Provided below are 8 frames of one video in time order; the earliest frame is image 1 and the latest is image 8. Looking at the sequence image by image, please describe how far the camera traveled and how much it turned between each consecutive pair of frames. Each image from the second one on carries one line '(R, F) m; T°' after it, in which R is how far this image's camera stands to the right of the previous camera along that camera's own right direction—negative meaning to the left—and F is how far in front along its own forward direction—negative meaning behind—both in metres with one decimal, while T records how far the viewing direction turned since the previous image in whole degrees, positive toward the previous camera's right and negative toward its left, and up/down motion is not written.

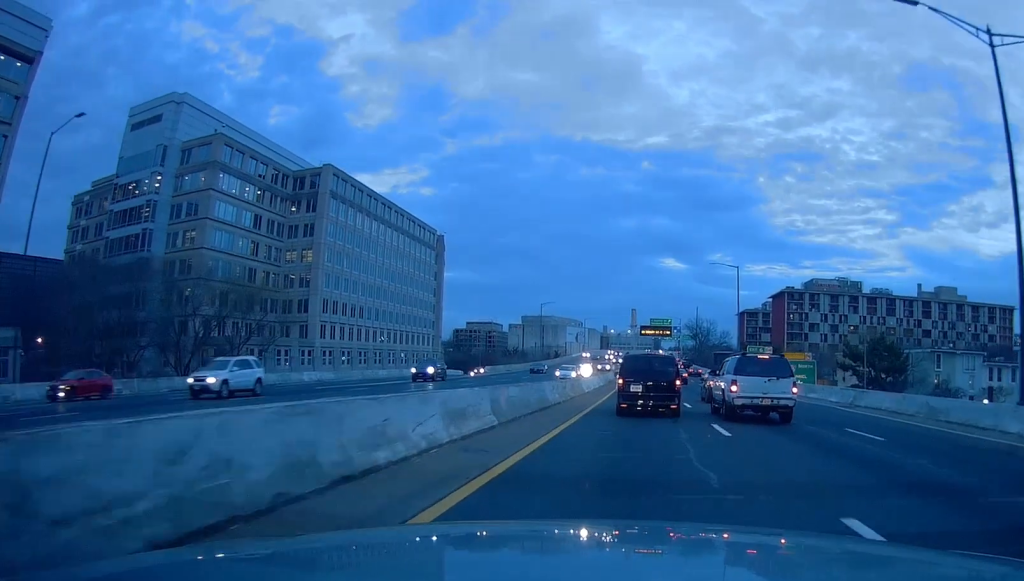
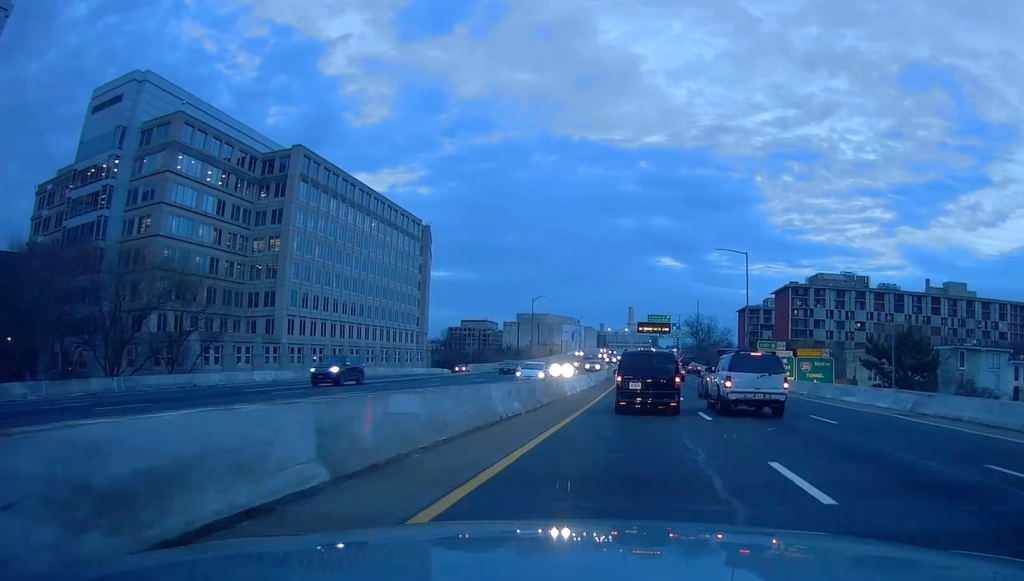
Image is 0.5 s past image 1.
(0.0, +9.7) m; 0°
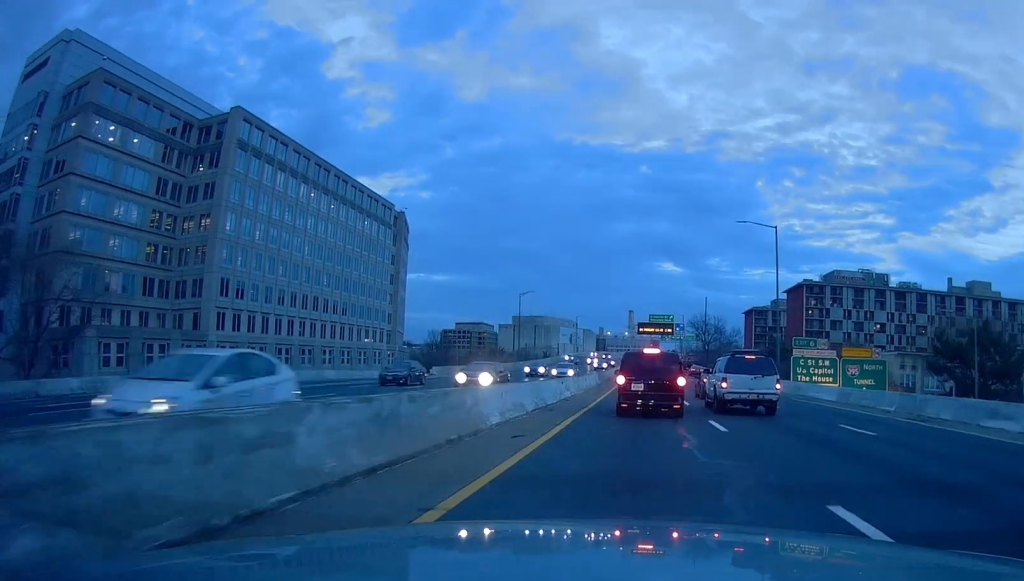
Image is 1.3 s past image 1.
(0.0, +18.7) m; 0°
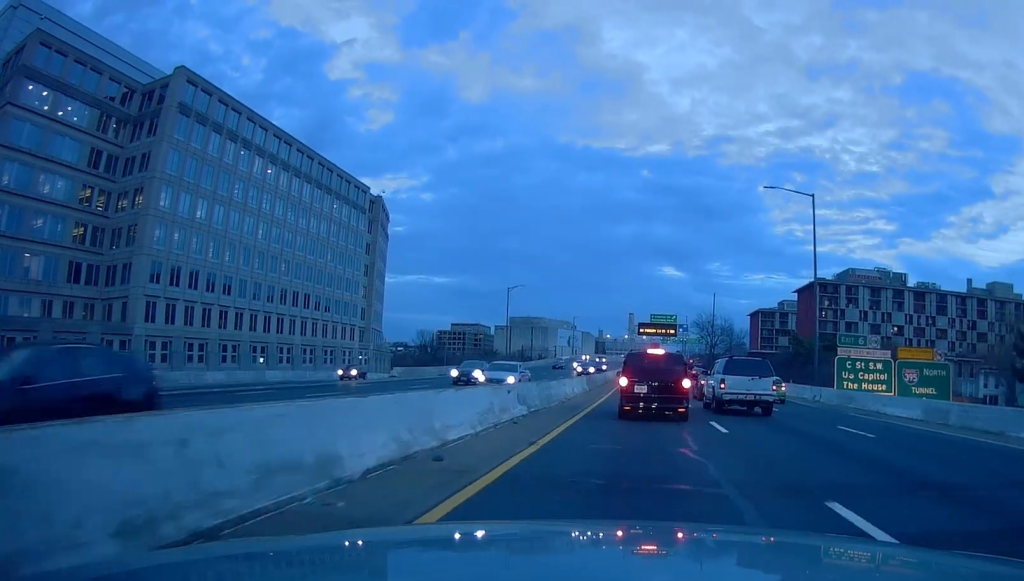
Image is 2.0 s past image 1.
(0.0, +15.7) m; 0°
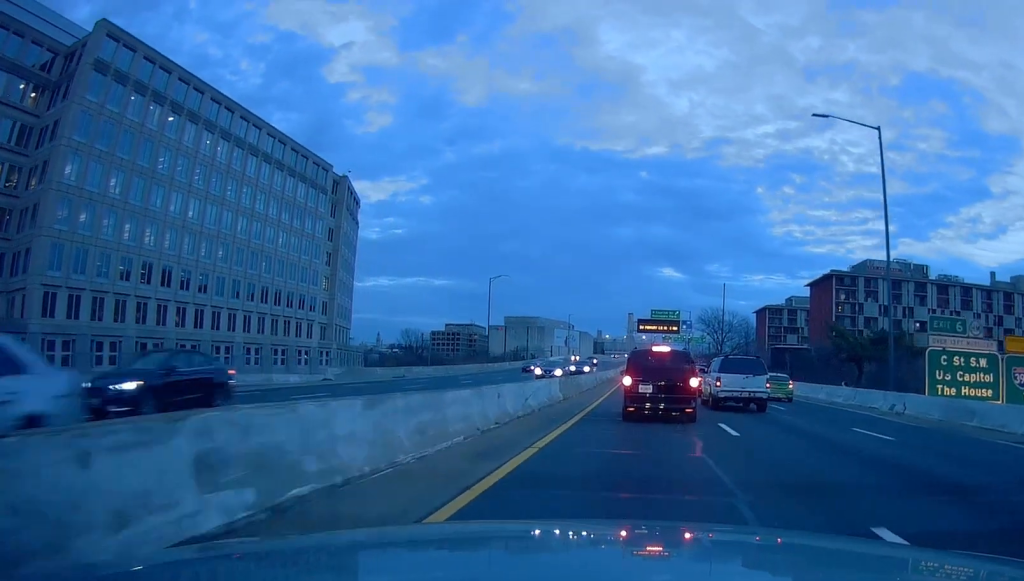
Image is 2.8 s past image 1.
(0.0, +20.4) m; 0°
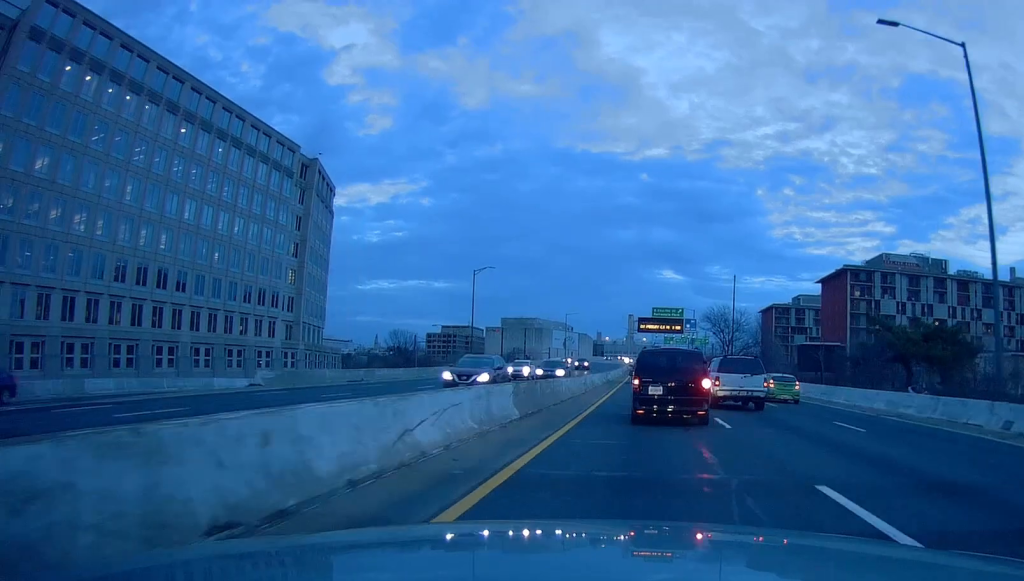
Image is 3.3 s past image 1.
(0.0, +16.6) m; 0°
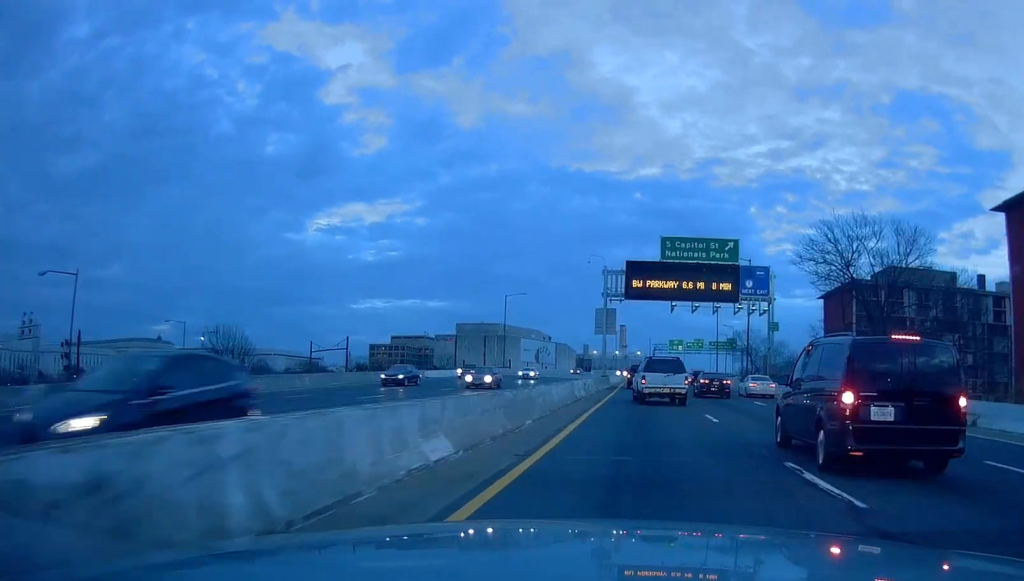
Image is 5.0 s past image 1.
(0.0, +53.6) m; 0°
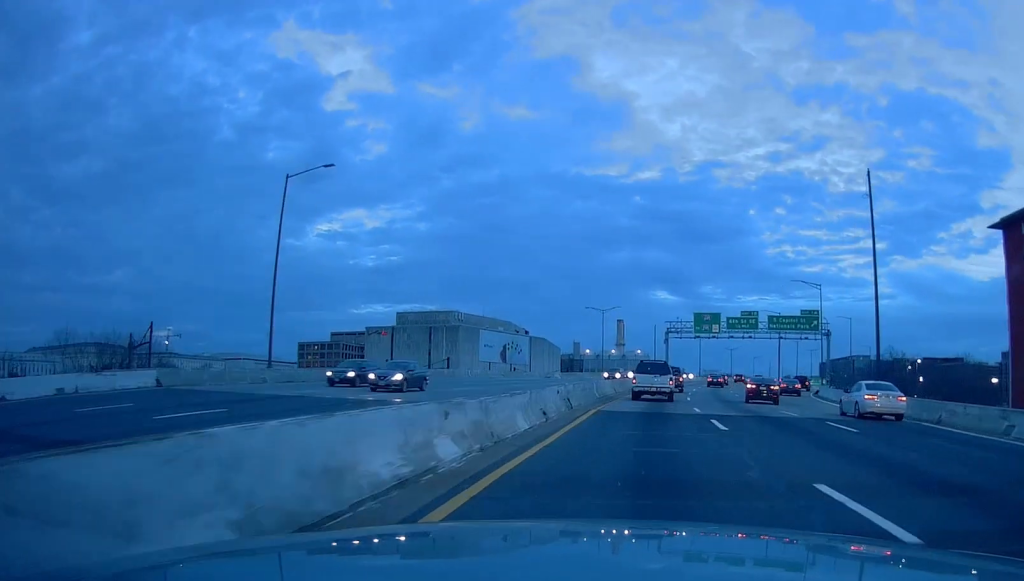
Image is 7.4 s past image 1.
(0.0, +60.9) m; 0°
